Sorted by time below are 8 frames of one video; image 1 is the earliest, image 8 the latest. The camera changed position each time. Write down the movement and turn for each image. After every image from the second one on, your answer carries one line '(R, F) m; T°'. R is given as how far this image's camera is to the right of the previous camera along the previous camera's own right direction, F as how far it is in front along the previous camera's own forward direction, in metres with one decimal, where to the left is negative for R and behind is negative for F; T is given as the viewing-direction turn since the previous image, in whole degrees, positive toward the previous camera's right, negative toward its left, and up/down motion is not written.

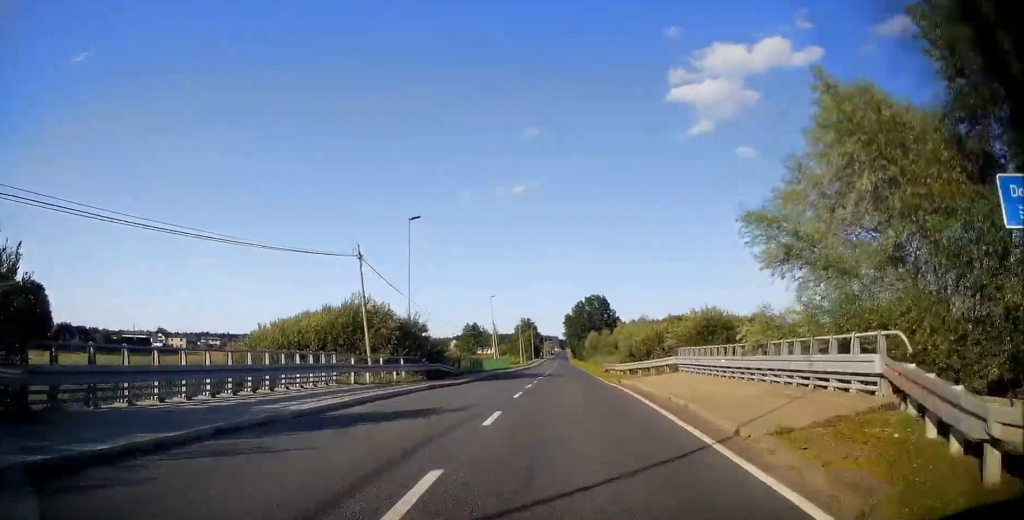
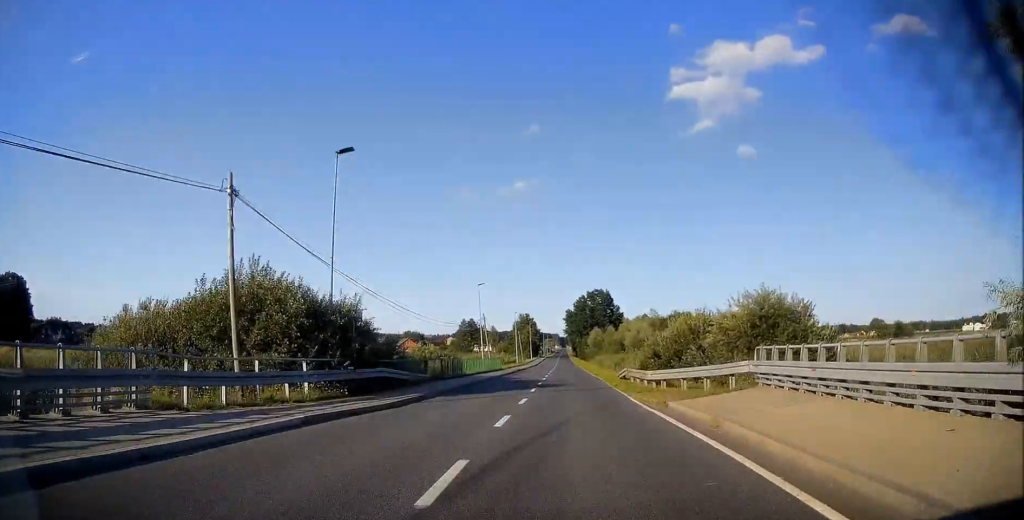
(-0.2, +11.0) m; 0°
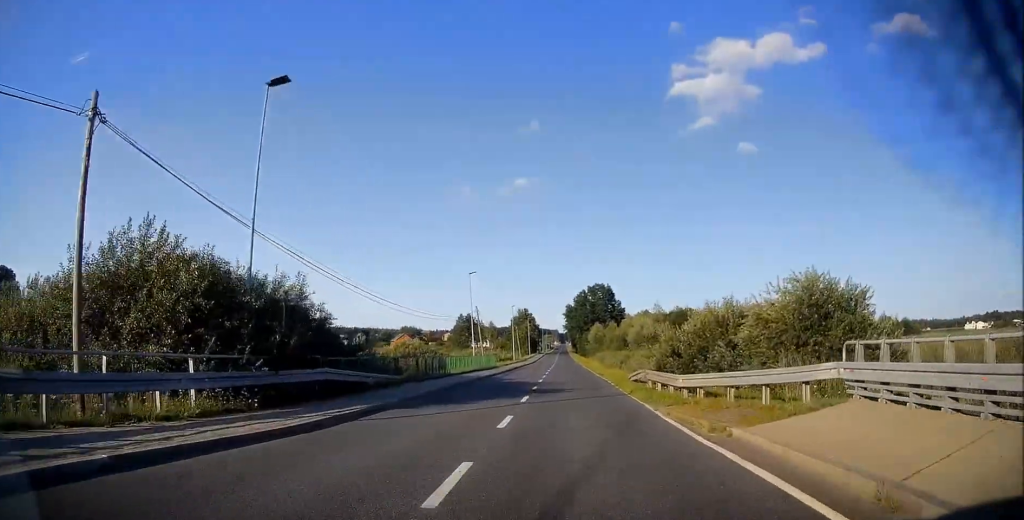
(+0.1, +5.7) m; +1°
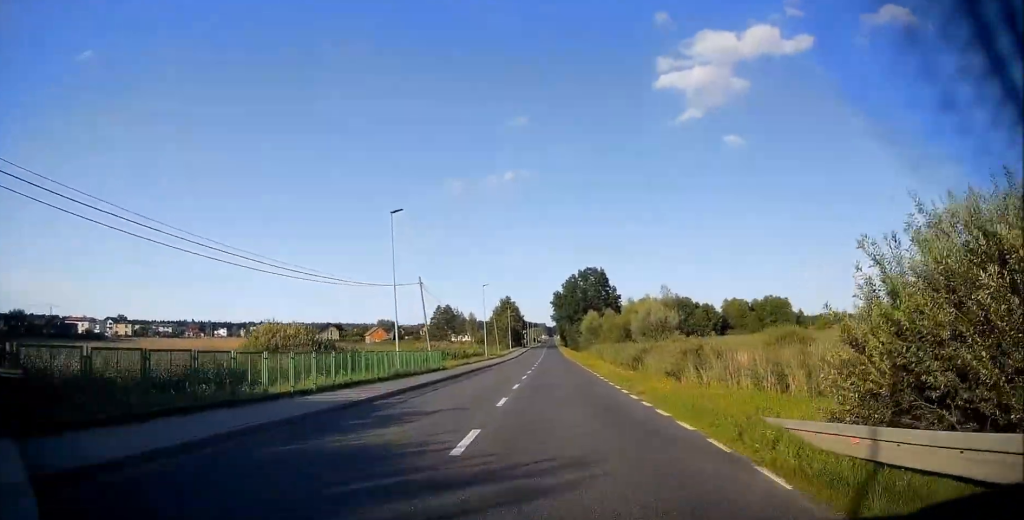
(+0.2, +21.5) m; +1°
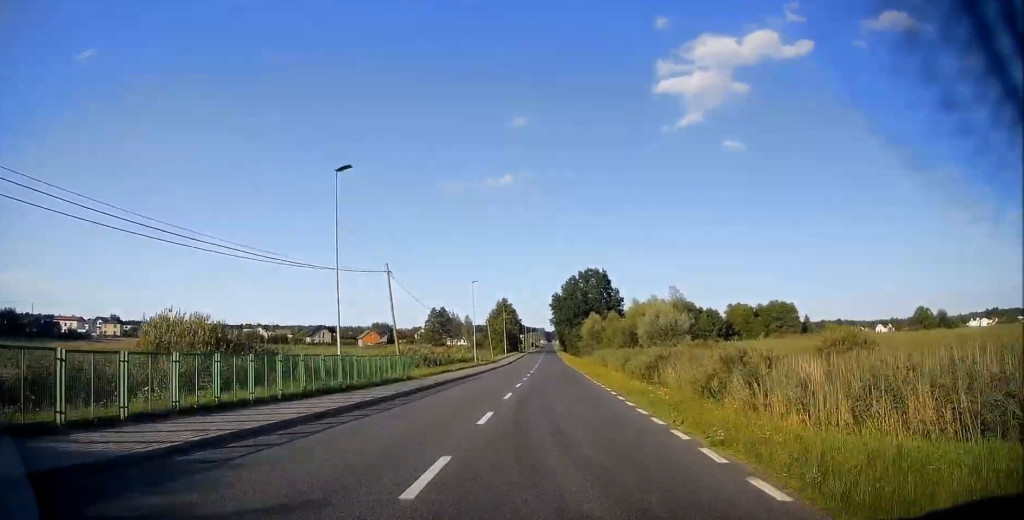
(+0.1, +8.1) m; -1°
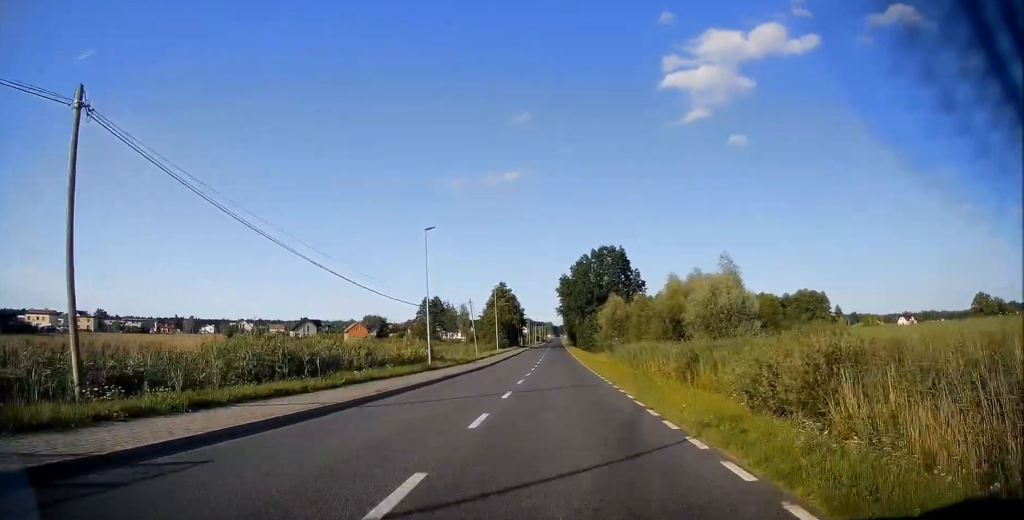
(-0.3, +24.9) m; 0°
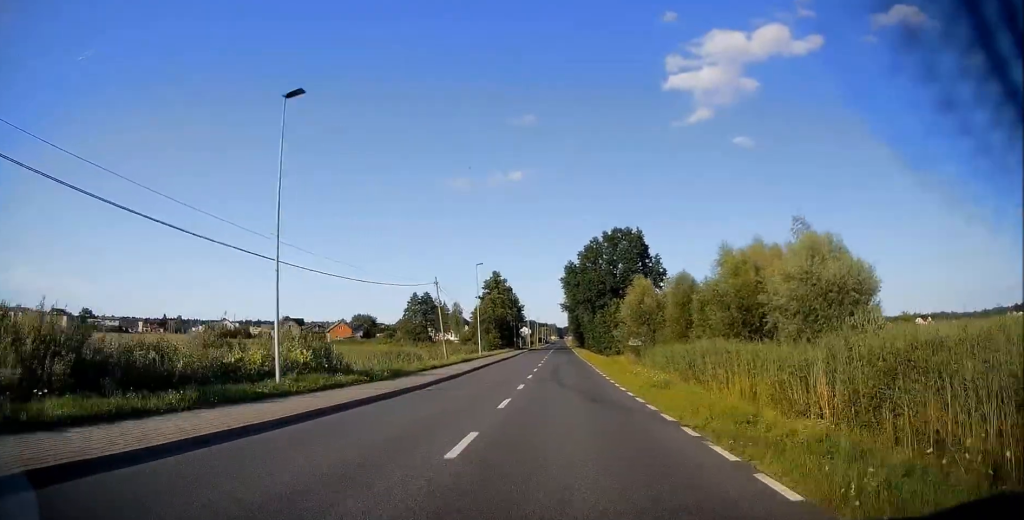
(+0.3, +20.4) m; 0°
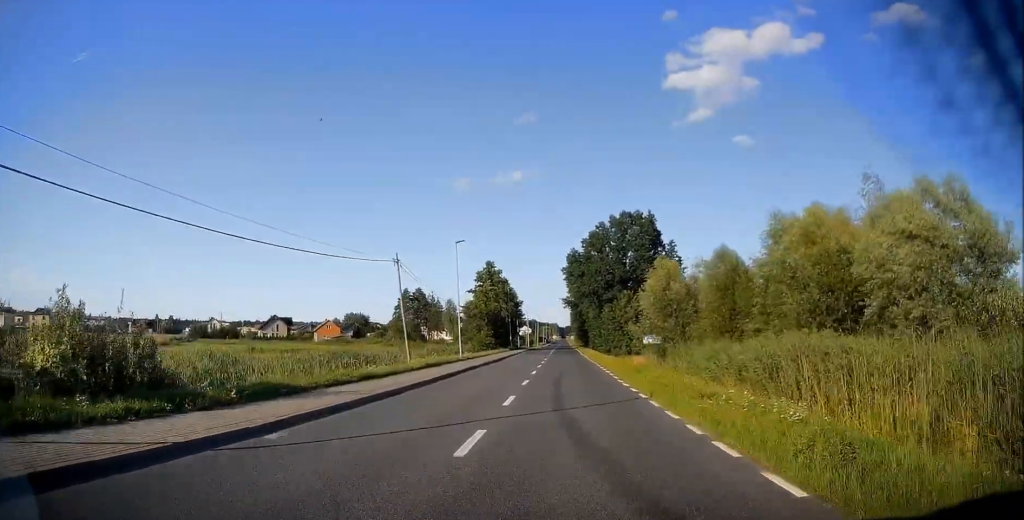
(-0.1, +11.7) m; 0°
